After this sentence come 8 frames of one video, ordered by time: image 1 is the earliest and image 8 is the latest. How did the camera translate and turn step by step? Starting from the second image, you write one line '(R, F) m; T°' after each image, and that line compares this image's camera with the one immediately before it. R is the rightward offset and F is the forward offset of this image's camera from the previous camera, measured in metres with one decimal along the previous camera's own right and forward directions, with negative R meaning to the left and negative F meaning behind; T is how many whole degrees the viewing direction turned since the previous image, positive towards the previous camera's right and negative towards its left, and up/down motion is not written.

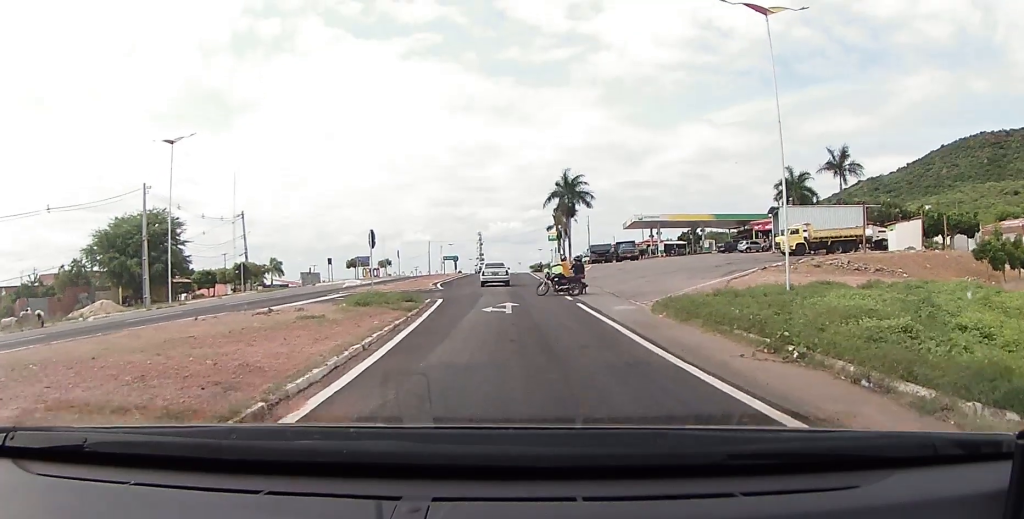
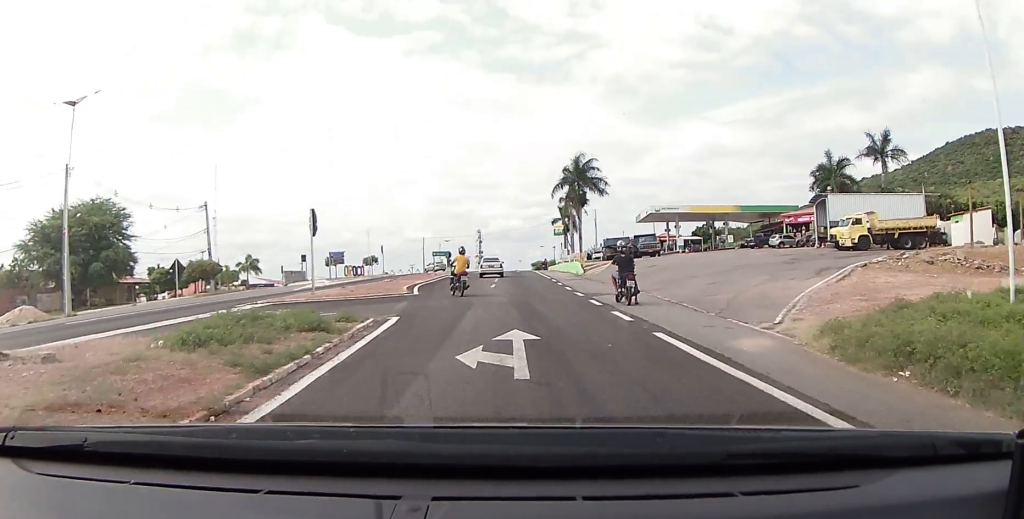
(+0.1, +11.7) m; -1°
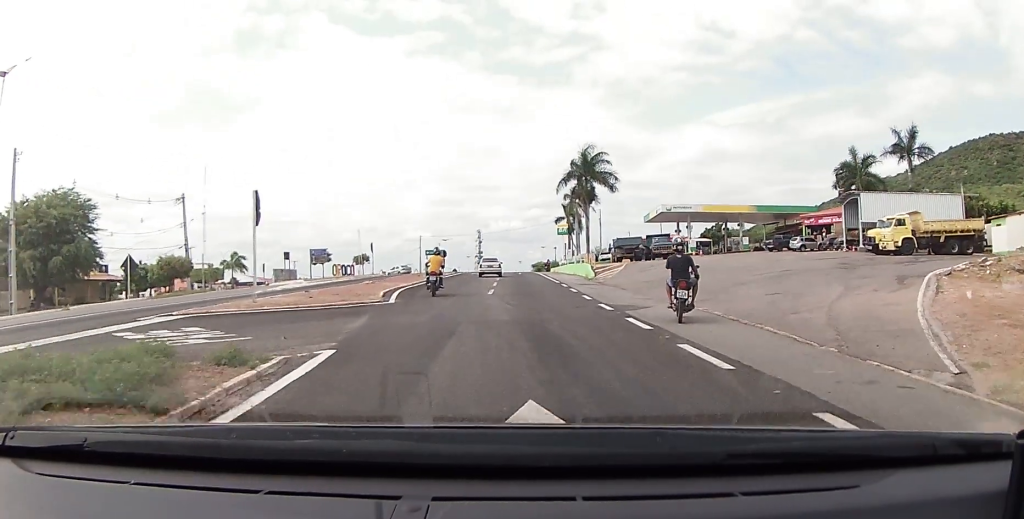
(+0.1, +5.7) m; +2°
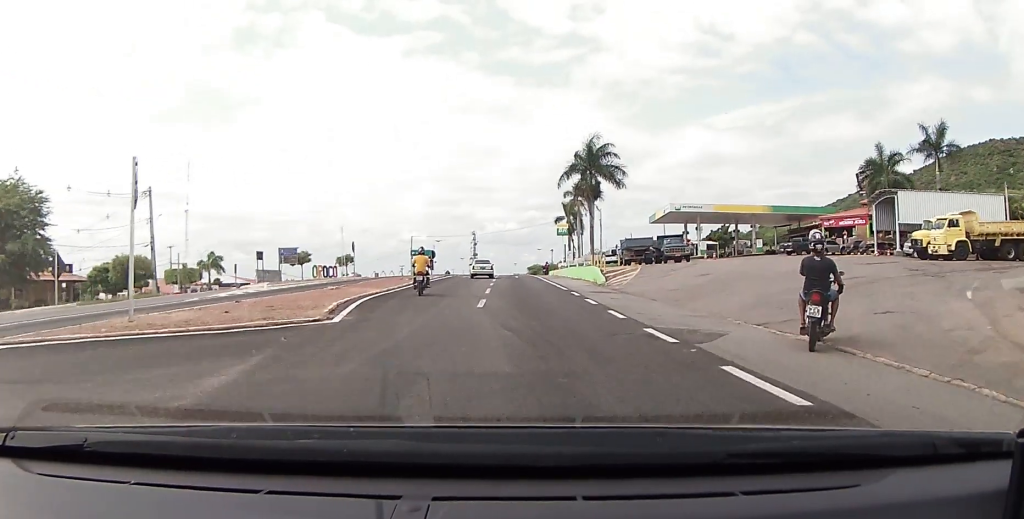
(+0.1, +6.3) m; 0°
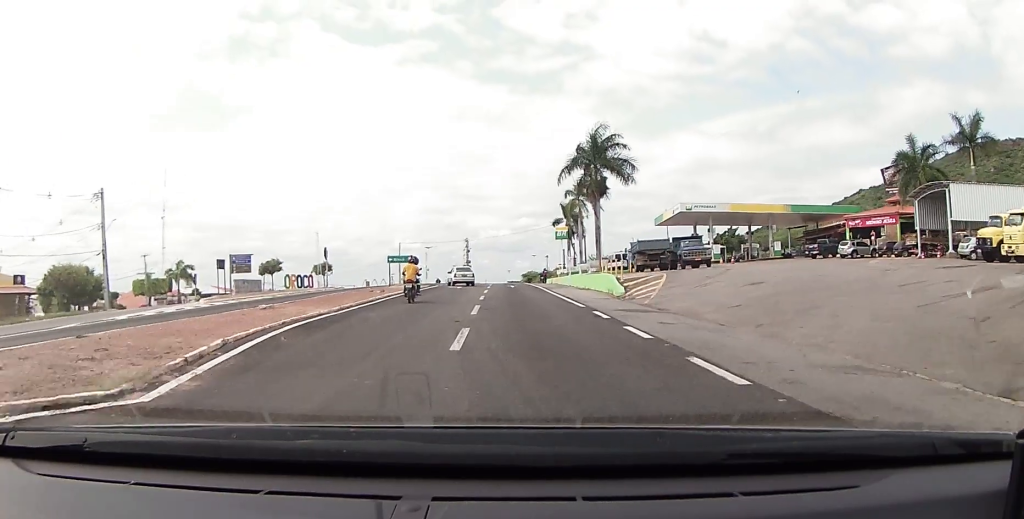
(-0.1, +7.5) m; +2°
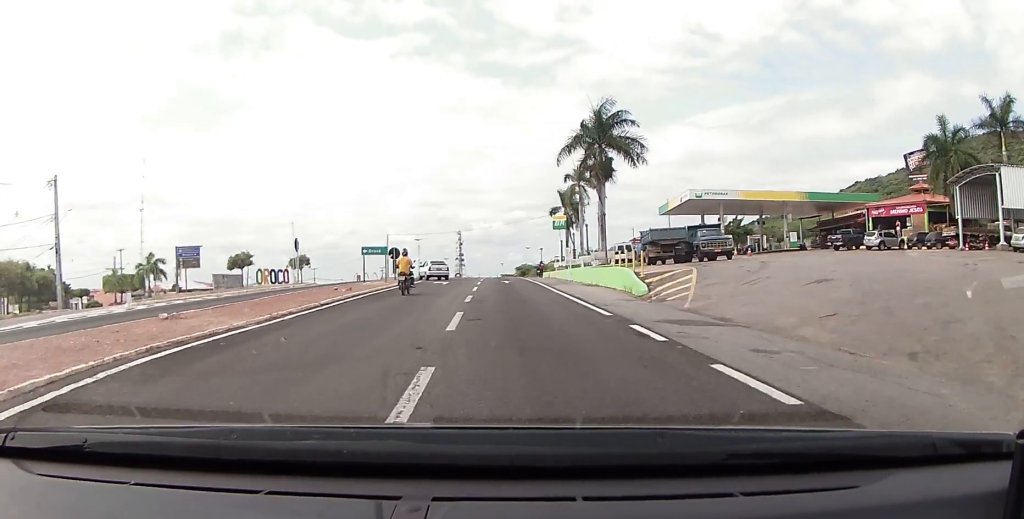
(+0.3, +6.0) m; +1°
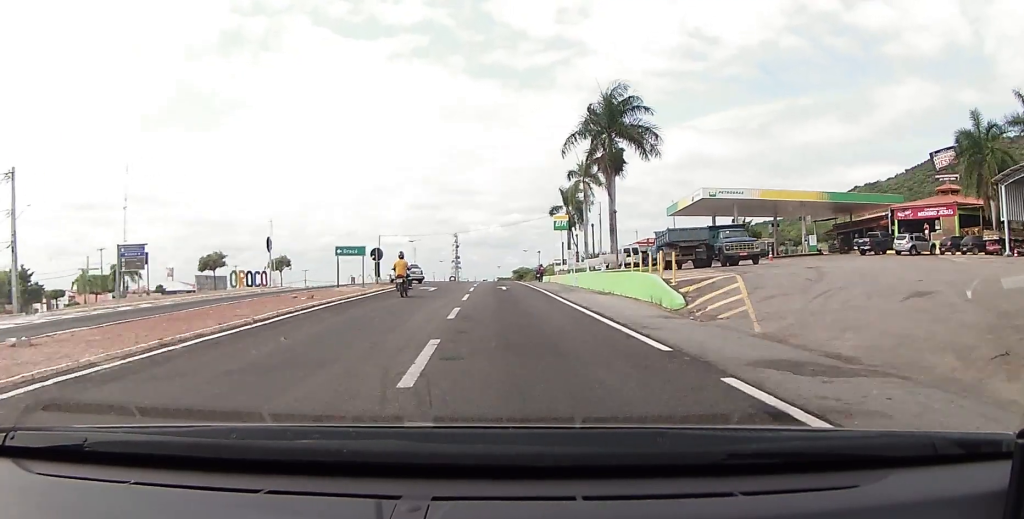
(-0.1, +5.3) m; -2°
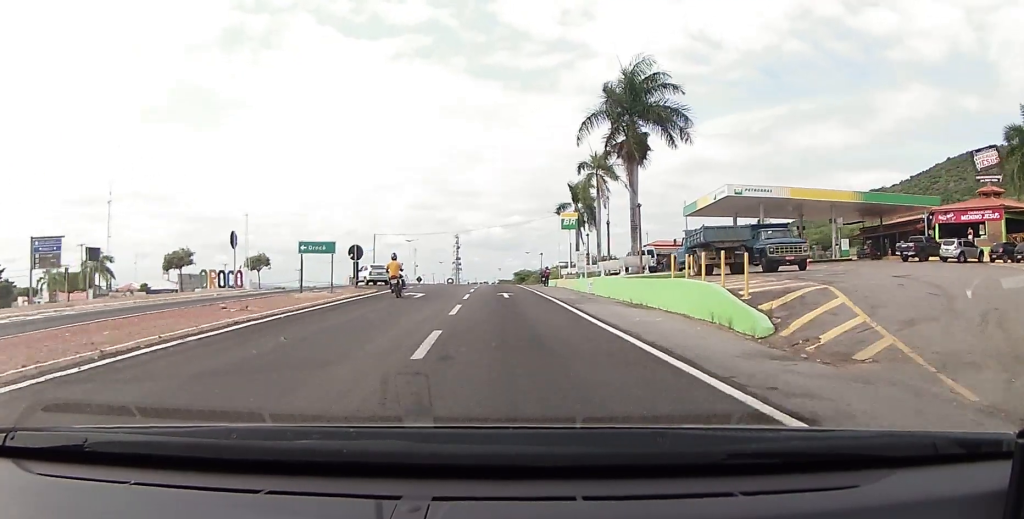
(-0.1, +6.1) m; -1°
